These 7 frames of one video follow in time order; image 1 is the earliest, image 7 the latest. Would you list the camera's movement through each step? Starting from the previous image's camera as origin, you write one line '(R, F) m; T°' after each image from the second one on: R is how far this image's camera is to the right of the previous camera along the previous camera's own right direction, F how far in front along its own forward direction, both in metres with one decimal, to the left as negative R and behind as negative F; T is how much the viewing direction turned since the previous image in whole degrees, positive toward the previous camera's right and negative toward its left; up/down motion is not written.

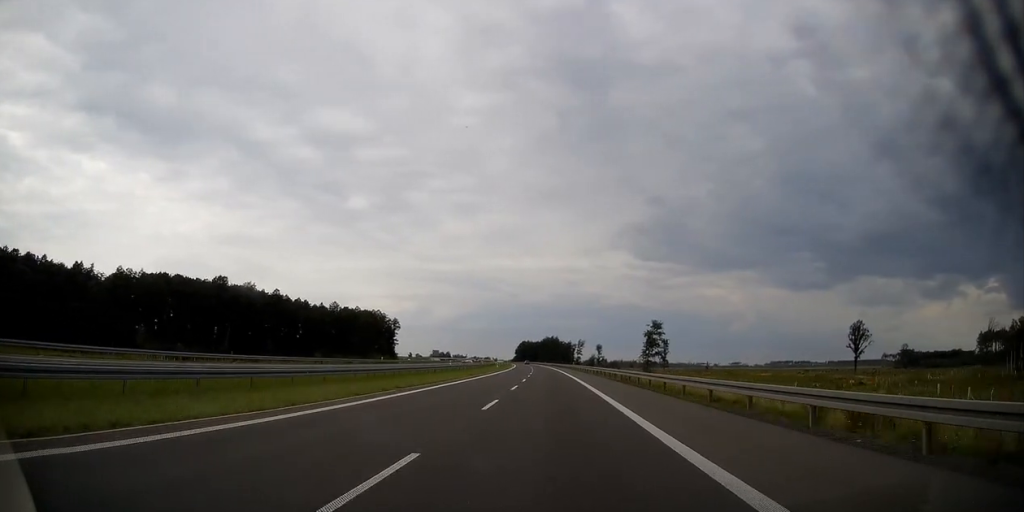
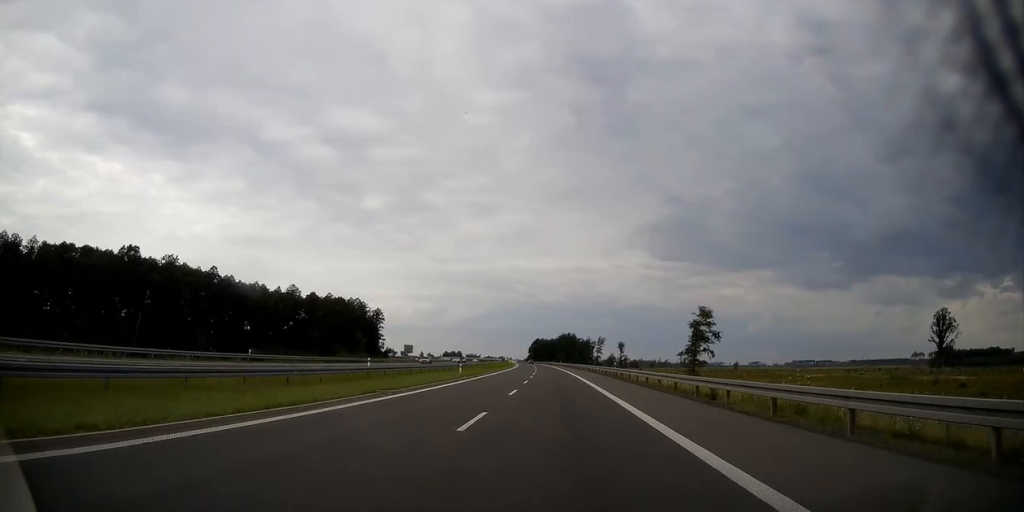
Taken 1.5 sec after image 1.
(-0.6, +53.6) m; -1°
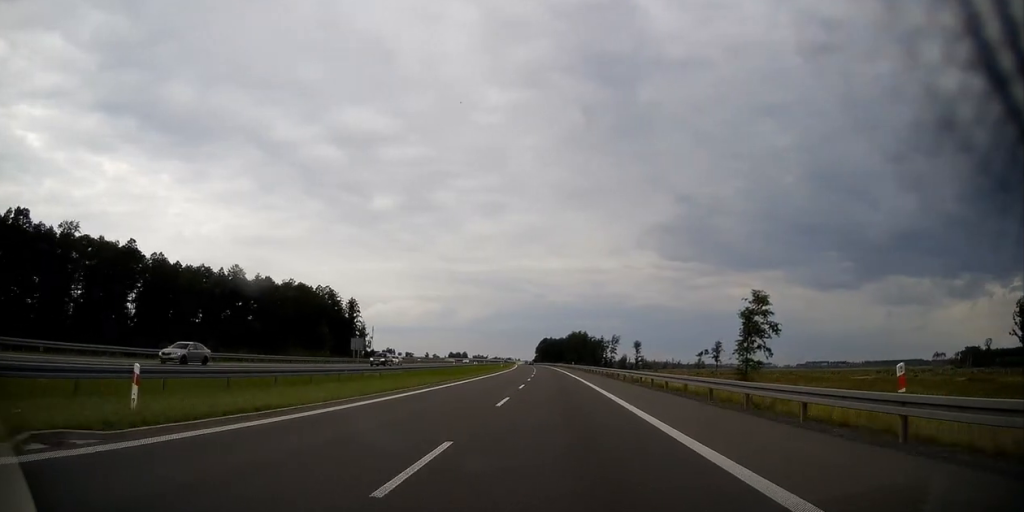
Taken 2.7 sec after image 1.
(-0.4, +41.9) m; -1°
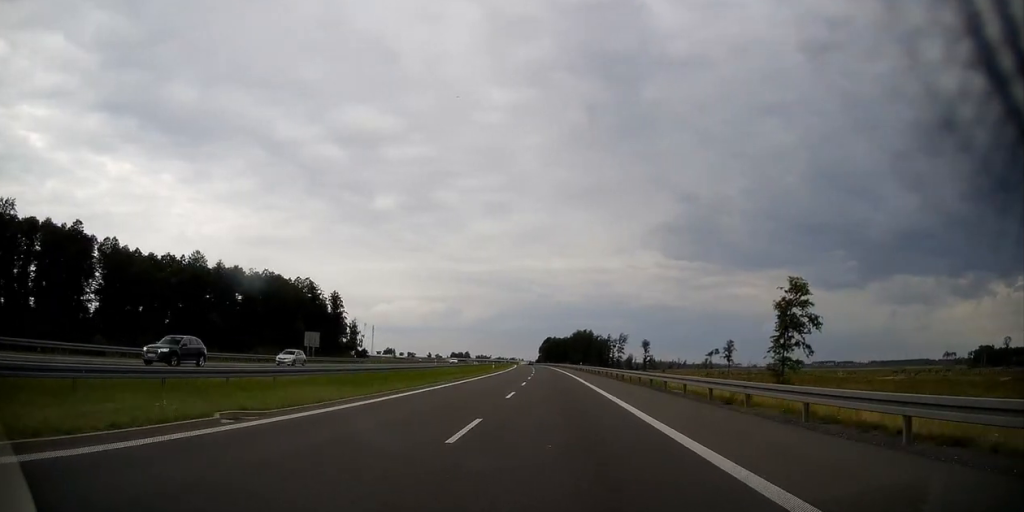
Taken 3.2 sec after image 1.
(0.0, +20.3) m; 0°
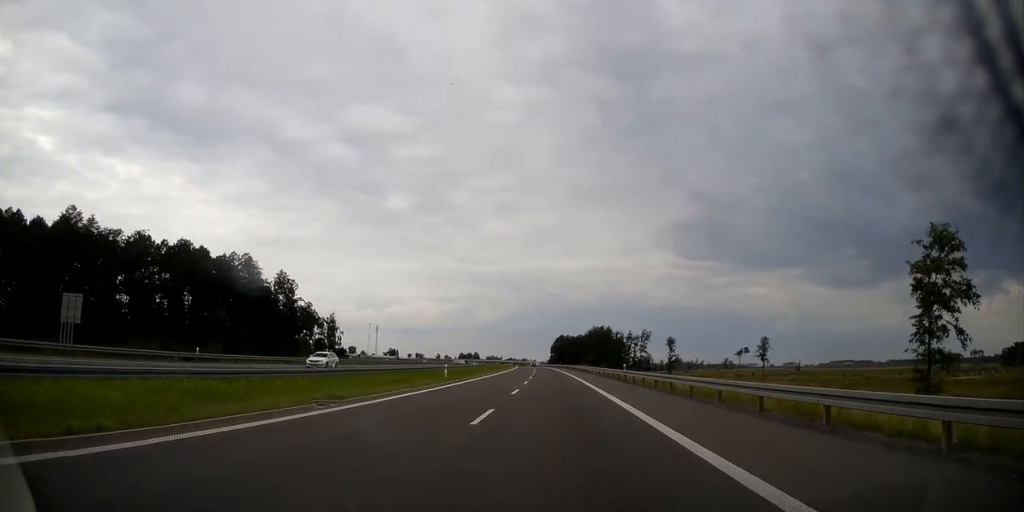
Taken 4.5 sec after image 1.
(-0.6, +46.4) m; -1°
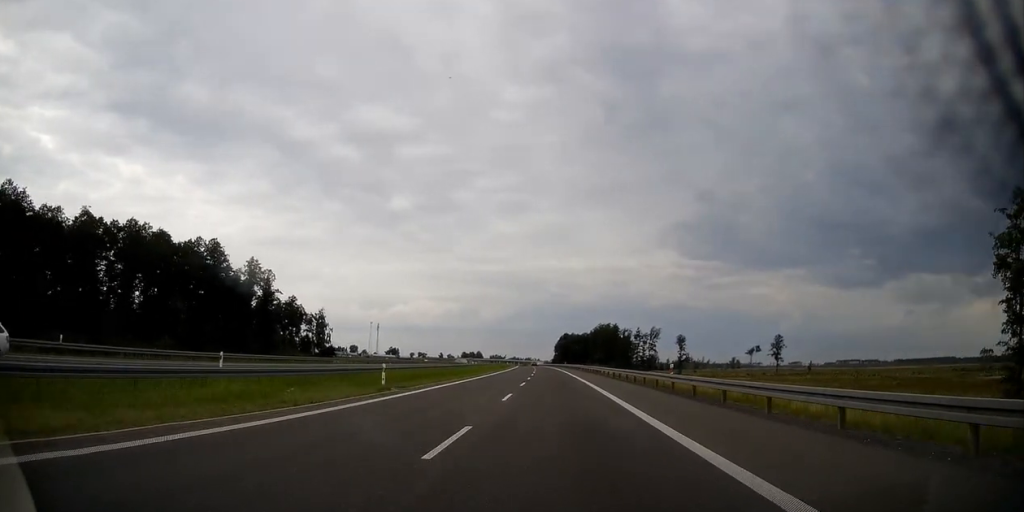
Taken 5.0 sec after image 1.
(0.0, +16.6) m; 0°
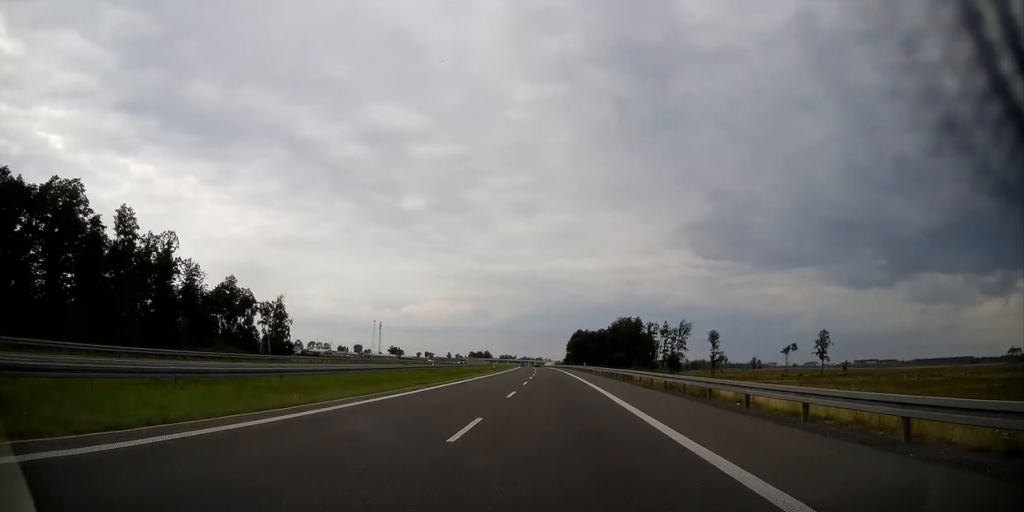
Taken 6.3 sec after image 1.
(-0.6, +46.1) m; -1°
